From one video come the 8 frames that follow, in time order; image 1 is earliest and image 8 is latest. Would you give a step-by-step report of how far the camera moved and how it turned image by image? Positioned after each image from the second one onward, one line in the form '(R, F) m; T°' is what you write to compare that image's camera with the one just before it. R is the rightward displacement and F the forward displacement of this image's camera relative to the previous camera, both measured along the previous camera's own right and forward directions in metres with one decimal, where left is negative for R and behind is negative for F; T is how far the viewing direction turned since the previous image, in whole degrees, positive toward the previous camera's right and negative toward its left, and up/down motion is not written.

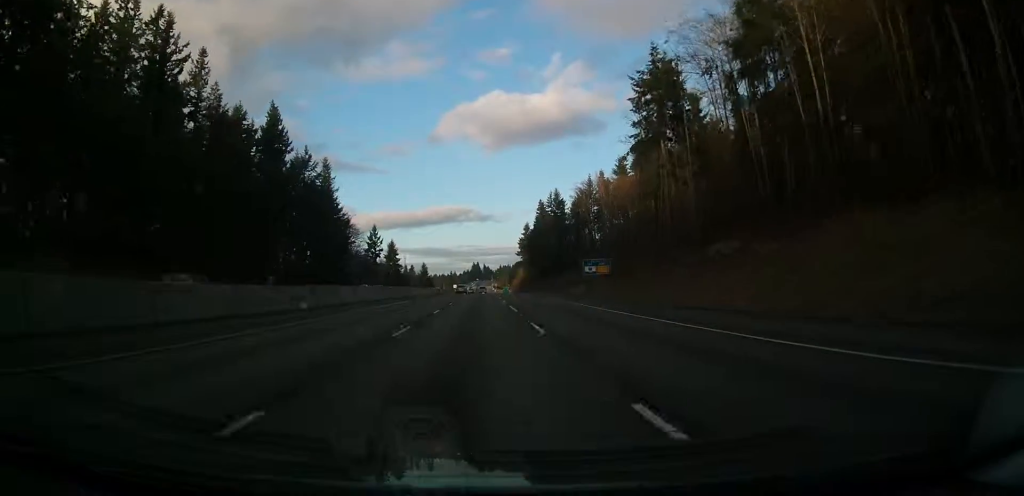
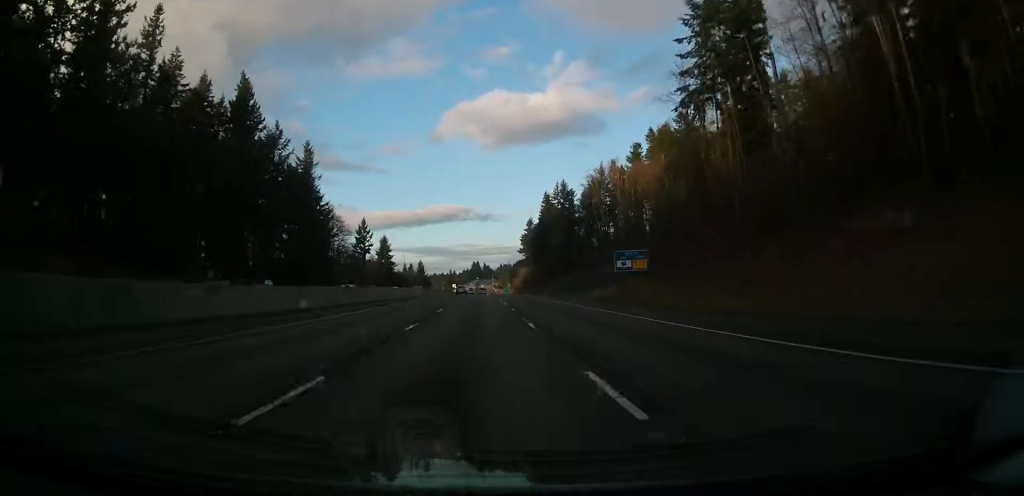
(0.0, +21.8) m; 0°
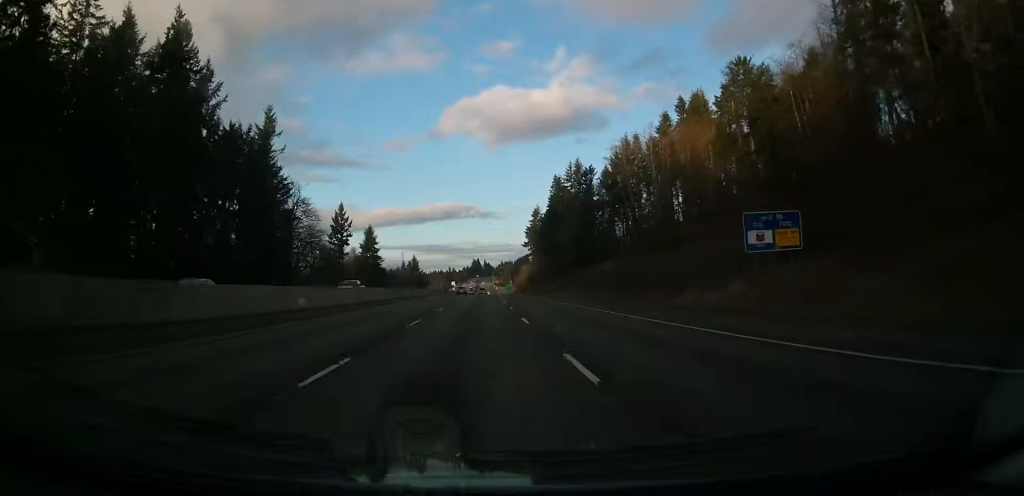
(0.0, +34.1) m; 0°
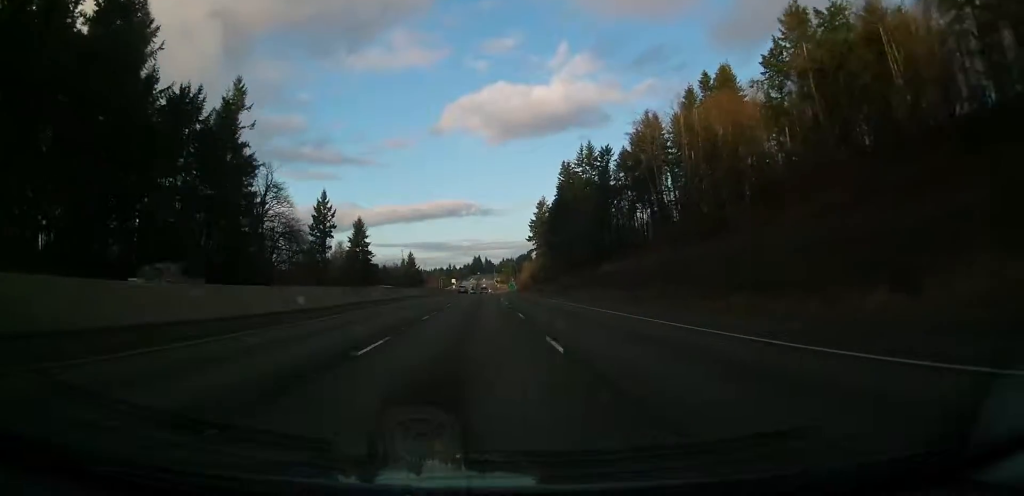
(0.0, +20.7) m; 0°
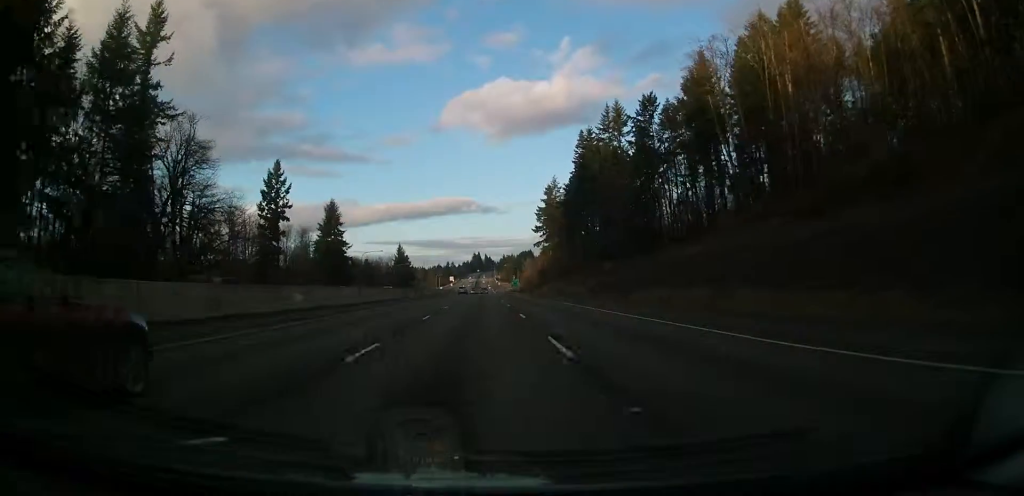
(-0.1, +37.3) m; 0°
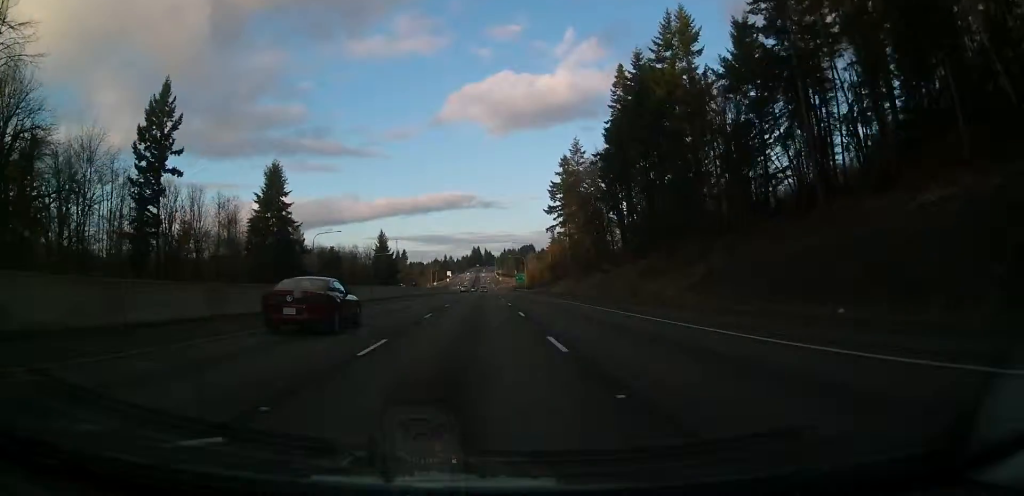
(+0.5, +47.8) m; +1°
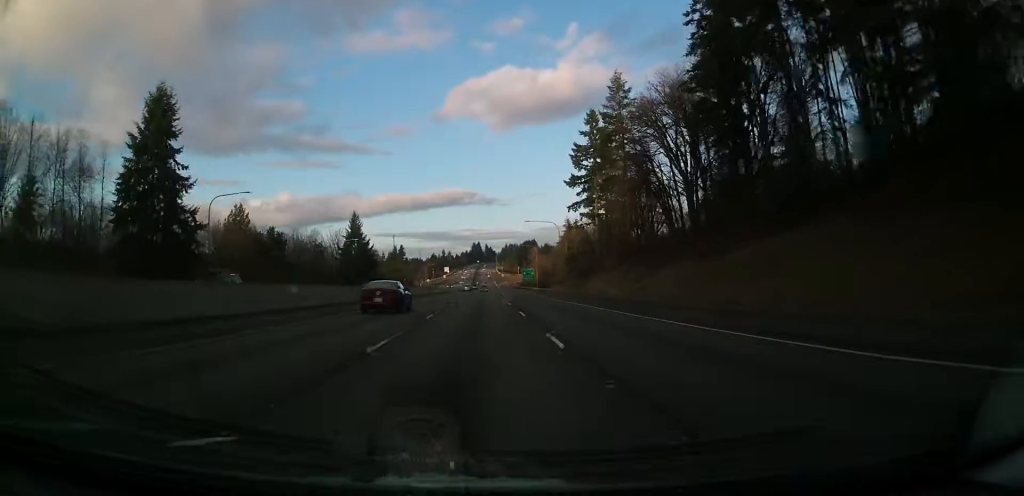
(-0.2, +47.9) m; -1°
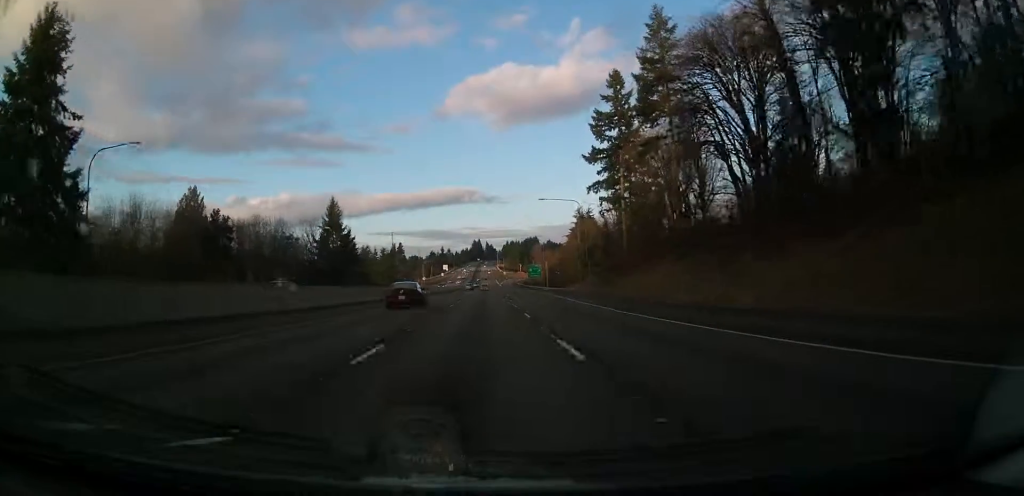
(-0.1, +26.1) m; -1°
